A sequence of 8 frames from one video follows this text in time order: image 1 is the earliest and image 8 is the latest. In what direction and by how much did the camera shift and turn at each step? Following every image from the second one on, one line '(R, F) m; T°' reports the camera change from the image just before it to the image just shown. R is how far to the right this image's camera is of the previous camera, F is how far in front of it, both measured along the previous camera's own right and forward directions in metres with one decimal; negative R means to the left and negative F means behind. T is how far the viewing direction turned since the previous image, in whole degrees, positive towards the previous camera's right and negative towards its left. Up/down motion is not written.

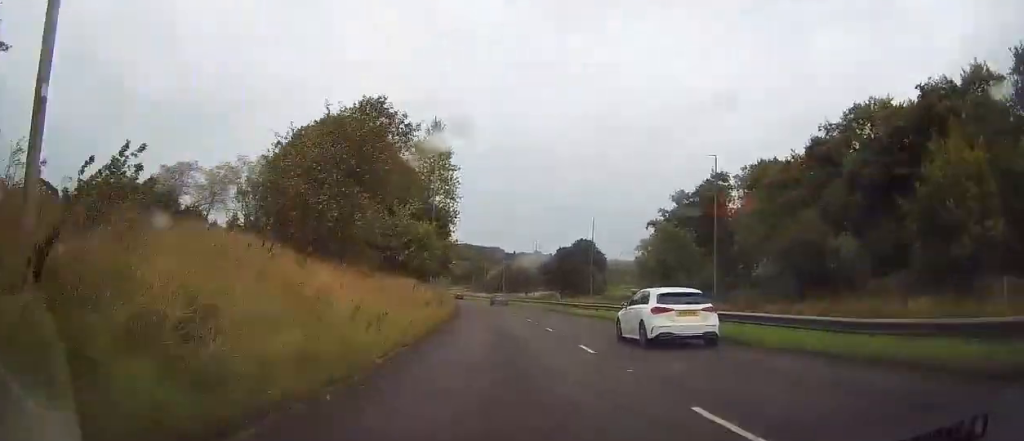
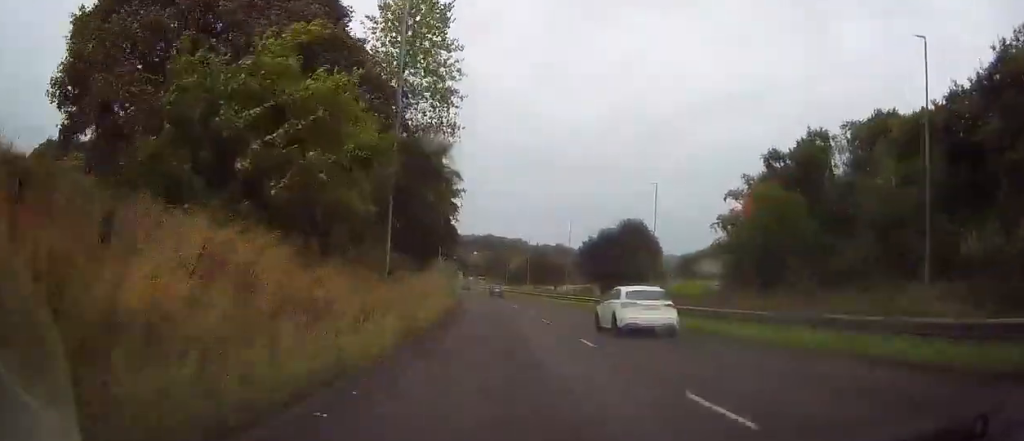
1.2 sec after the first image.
(-0.3, +26.1) m; -2°
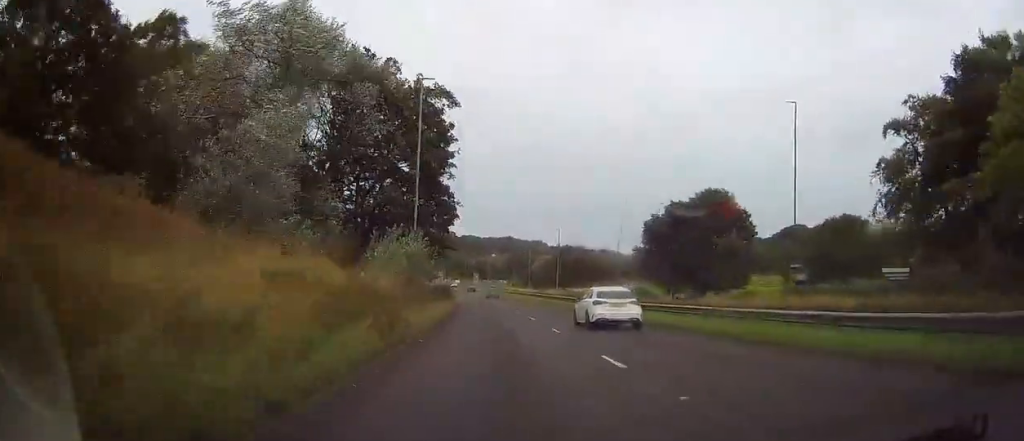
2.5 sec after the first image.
(-0.9, +30.7) m; -3°
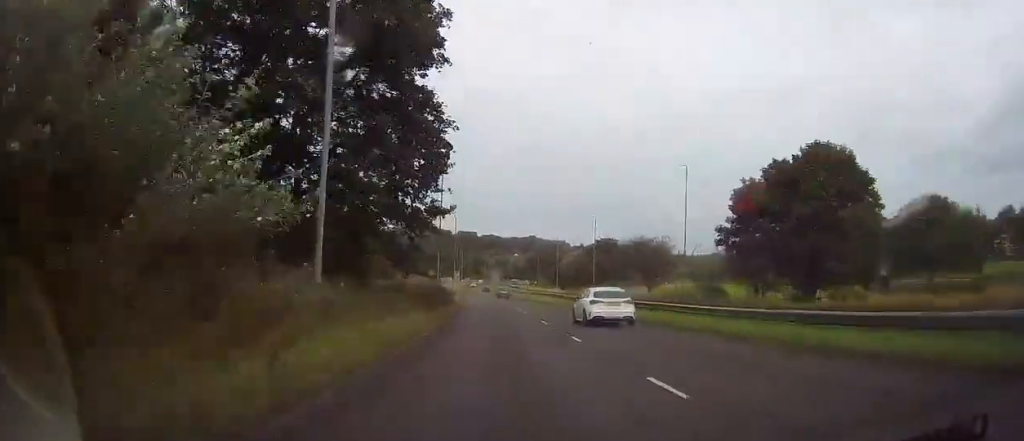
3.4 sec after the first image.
(-0.3, +21.3) m; -1°
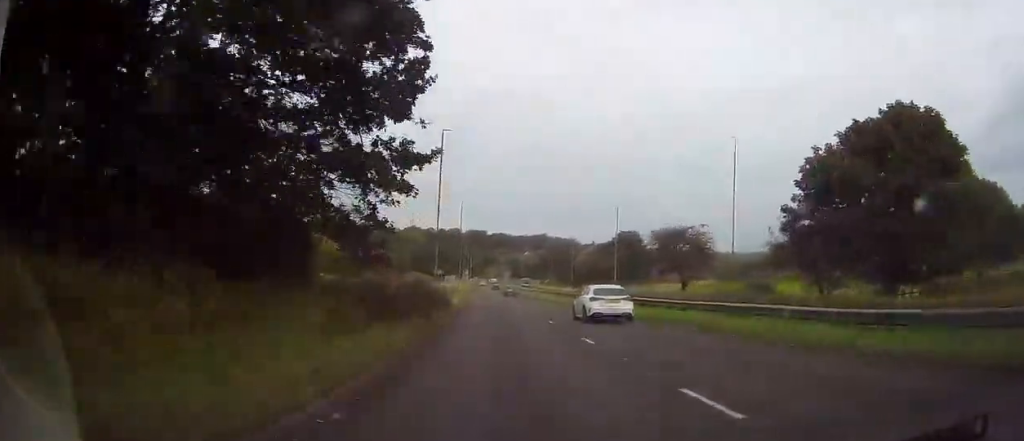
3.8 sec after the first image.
(+0.1, +10.4) m; 0°
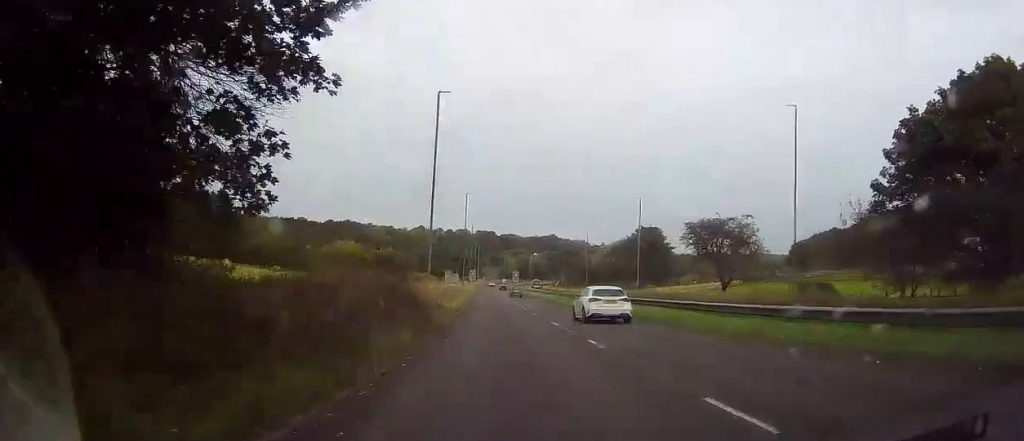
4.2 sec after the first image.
(-0.1, +9.8) m; 0°
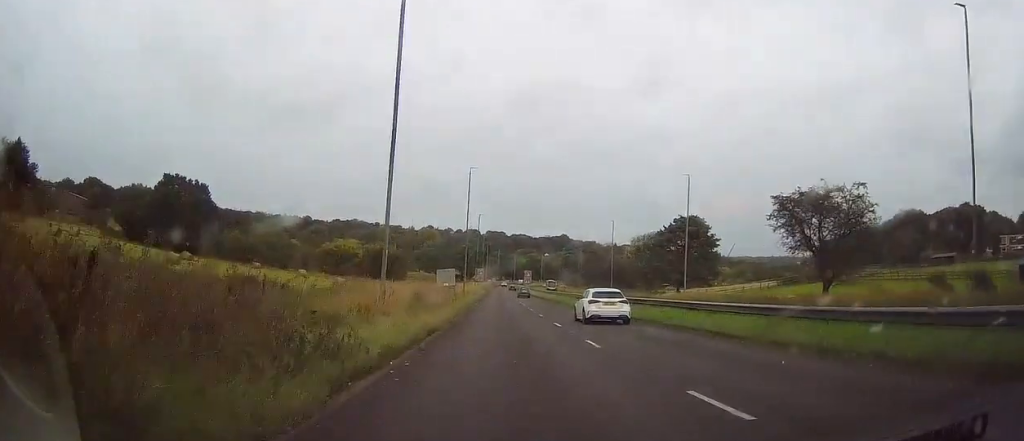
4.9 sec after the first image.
(-0.2, +17.2) m; -1°
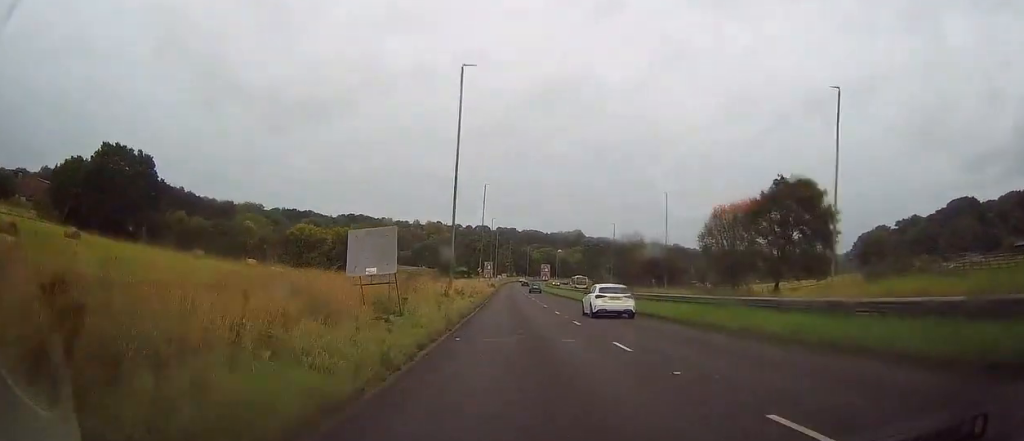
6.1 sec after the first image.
(-0.1, +28.9) m; -1°
